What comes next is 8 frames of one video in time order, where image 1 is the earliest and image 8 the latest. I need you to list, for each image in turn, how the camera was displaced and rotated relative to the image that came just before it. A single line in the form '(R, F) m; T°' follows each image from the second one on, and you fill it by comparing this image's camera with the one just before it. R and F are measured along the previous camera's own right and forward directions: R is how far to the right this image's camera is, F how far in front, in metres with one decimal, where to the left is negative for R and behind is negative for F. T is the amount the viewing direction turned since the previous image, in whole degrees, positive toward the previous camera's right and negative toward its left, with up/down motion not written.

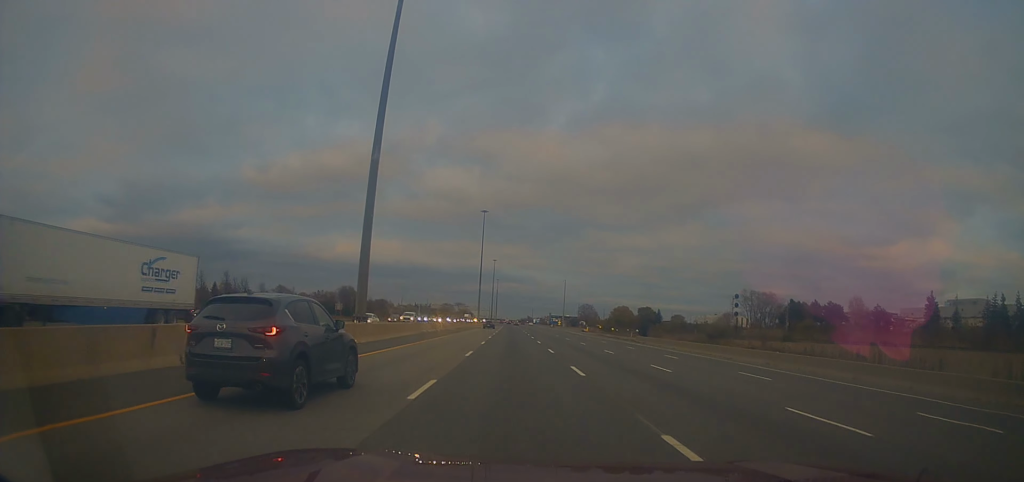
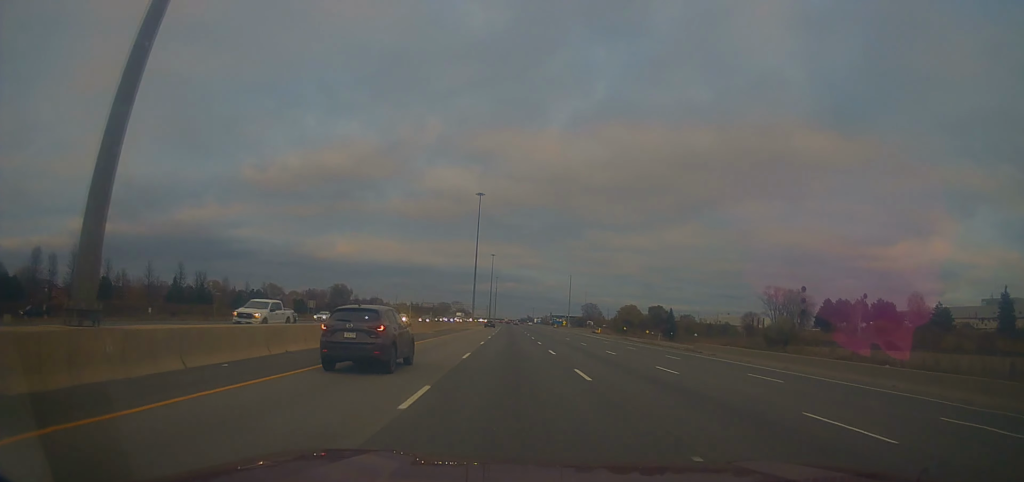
(0.0, +24.7) m; 0°
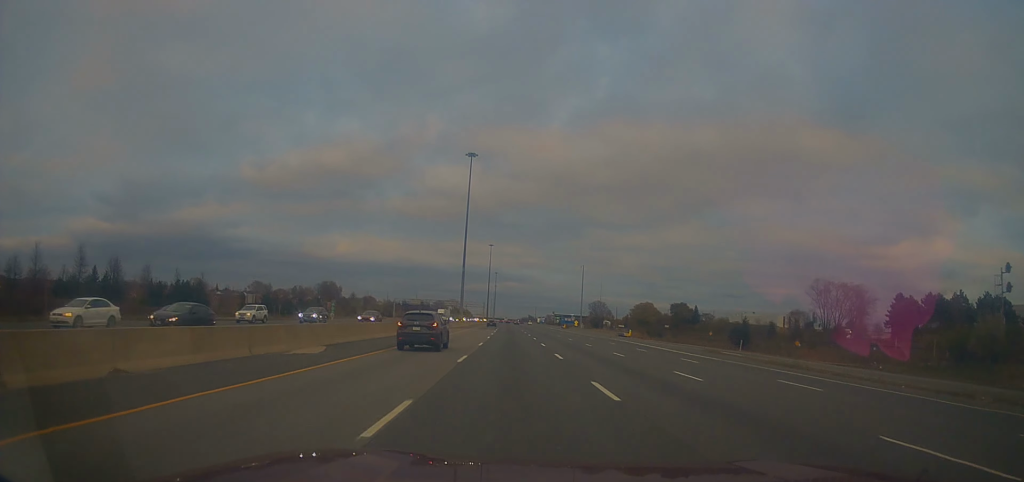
(-0.1, +38.5) m; 0°
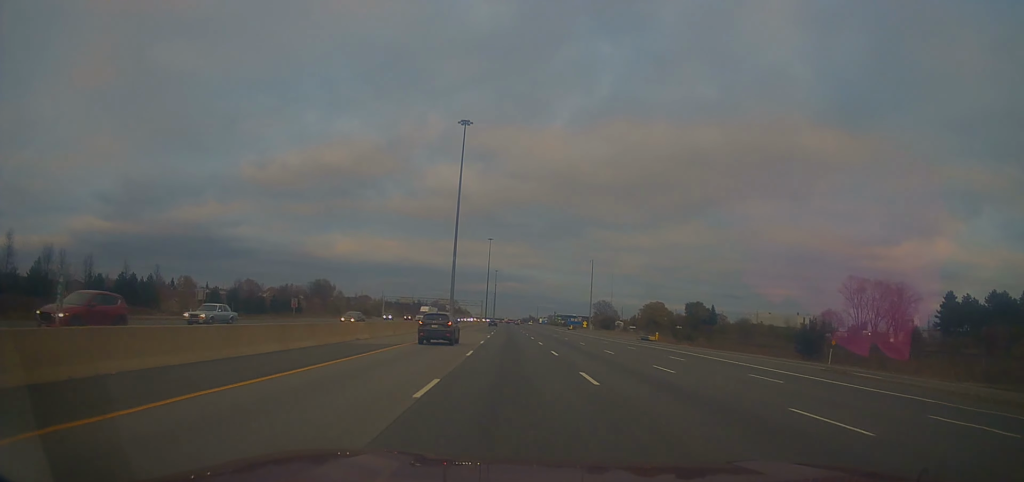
(+0.1, +20.8) m; 0°
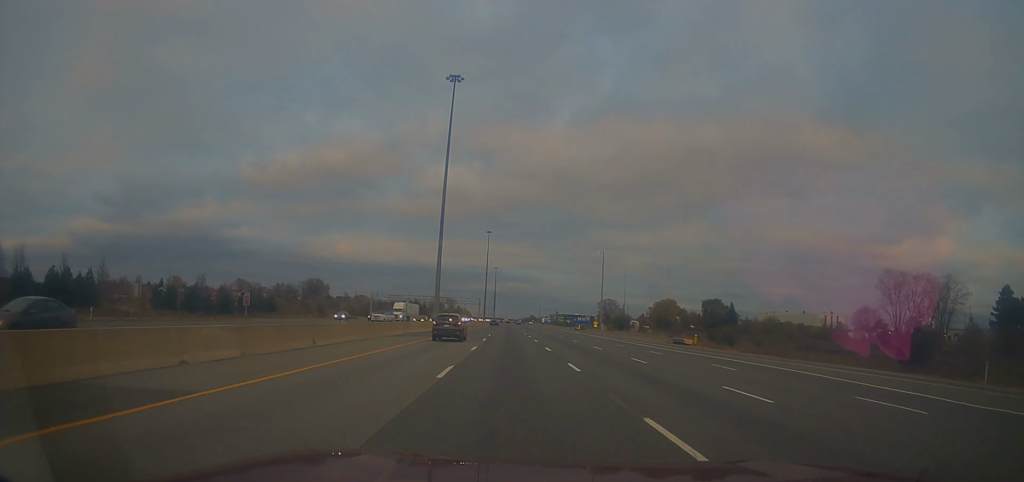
(0.0, +19.8) m; 0°
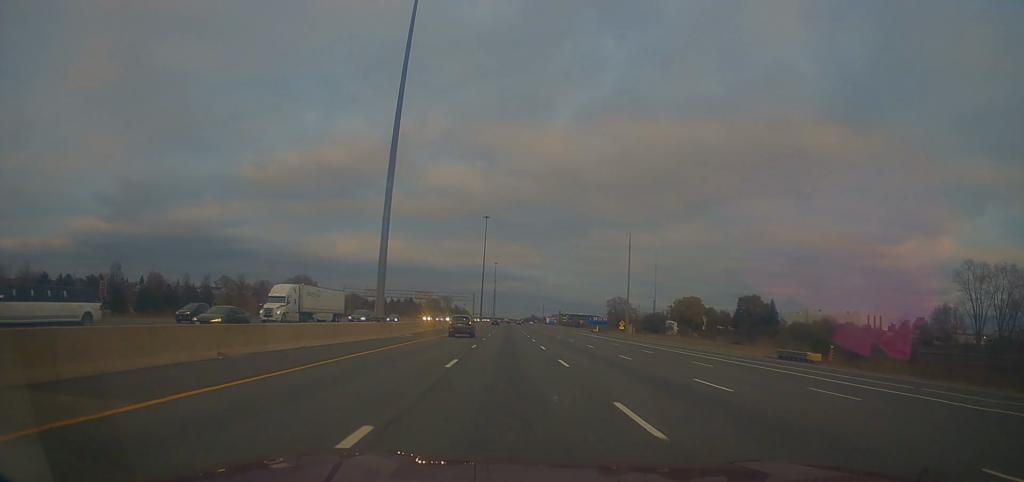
(+0.3, +33.7) m; 0°
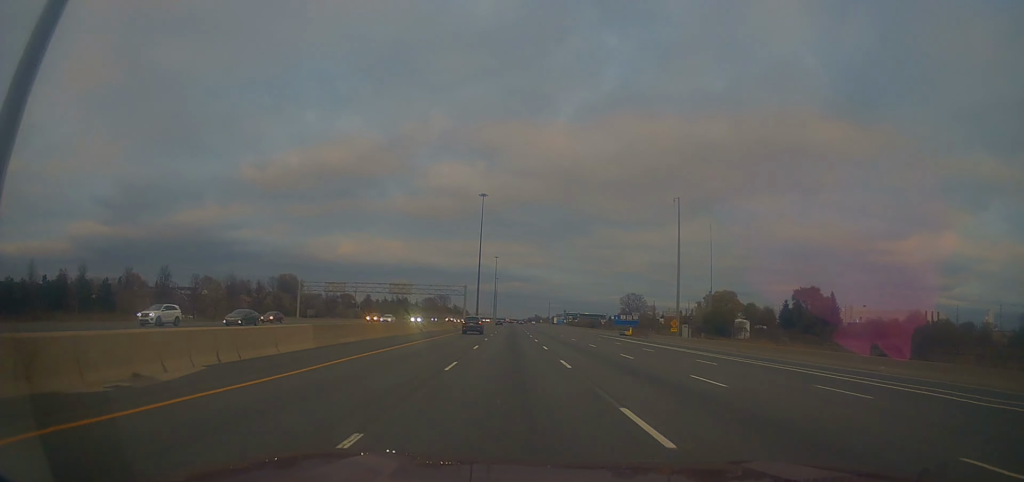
(-0.6, +35.6) m; -1°
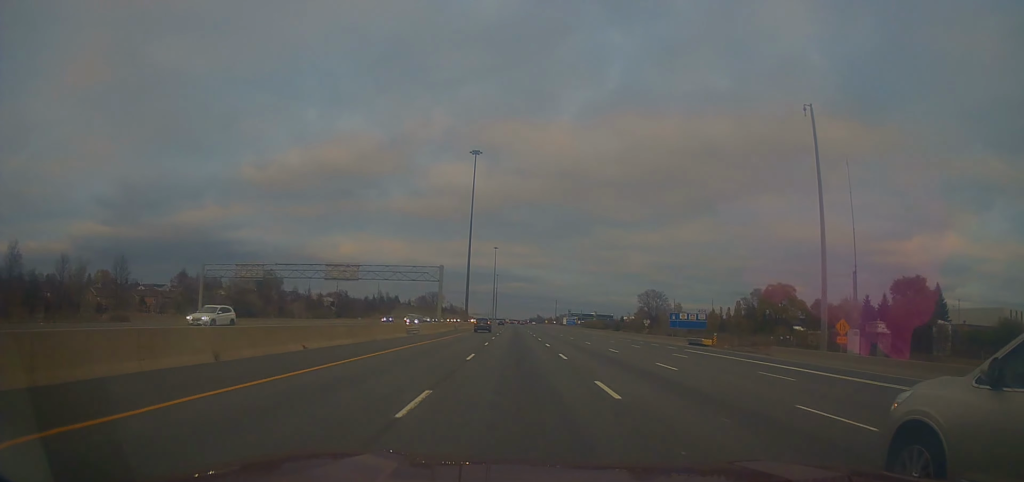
(+0.3, +42.5) m; +1°
